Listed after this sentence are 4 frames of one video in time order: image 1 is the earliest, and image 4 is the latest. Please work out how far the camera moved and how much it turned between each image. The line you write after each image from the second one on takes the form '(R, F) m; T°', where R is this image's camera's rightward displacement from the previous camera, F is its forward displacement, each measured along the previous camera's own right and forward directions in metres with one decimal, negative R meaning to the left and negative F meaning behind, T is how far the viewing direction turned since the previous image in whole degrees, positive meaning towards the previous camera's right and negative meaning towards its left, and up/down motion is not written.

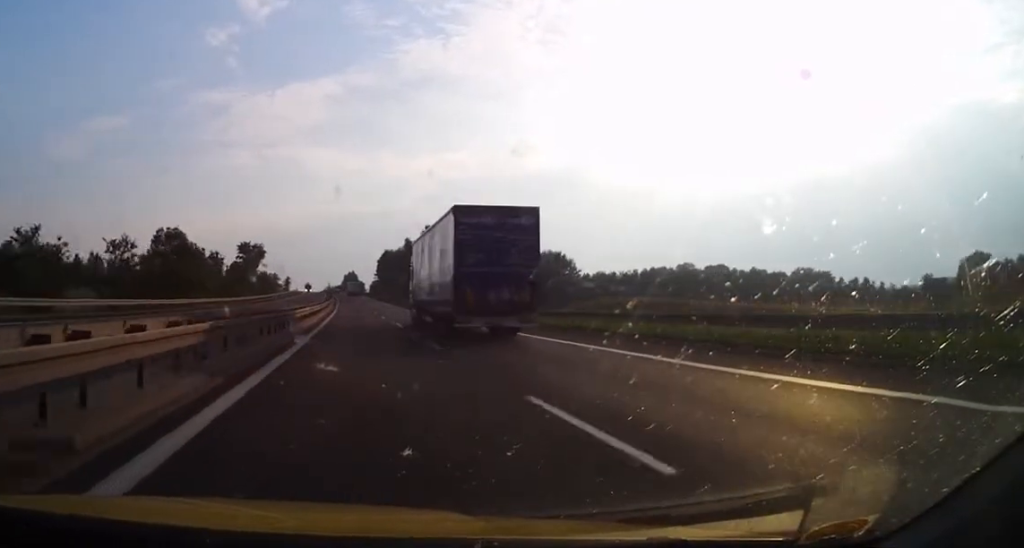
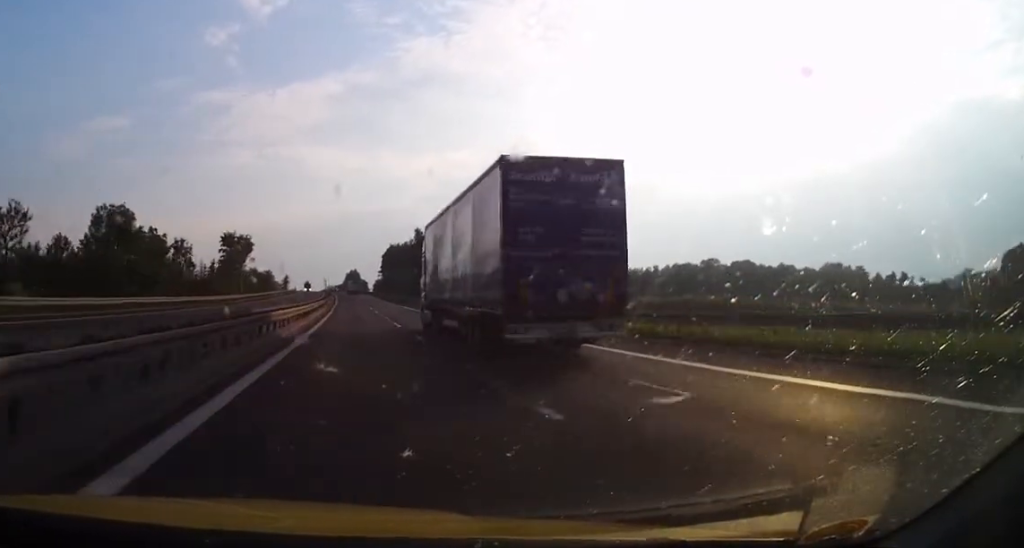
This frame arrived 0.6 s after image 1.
(0.0, +21.2) m; 0°
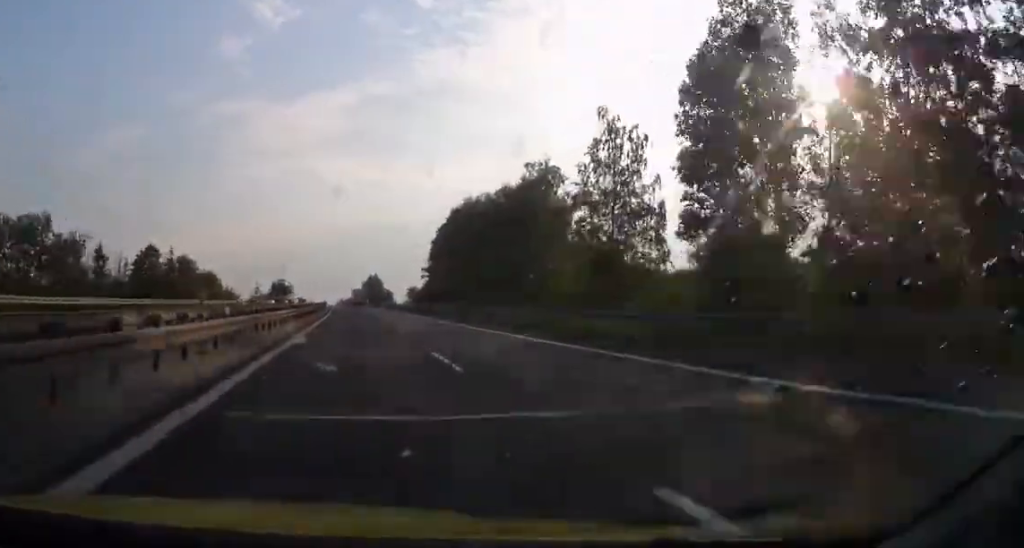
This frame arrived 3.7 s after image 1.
(-1.4, +112.3) m; -2°
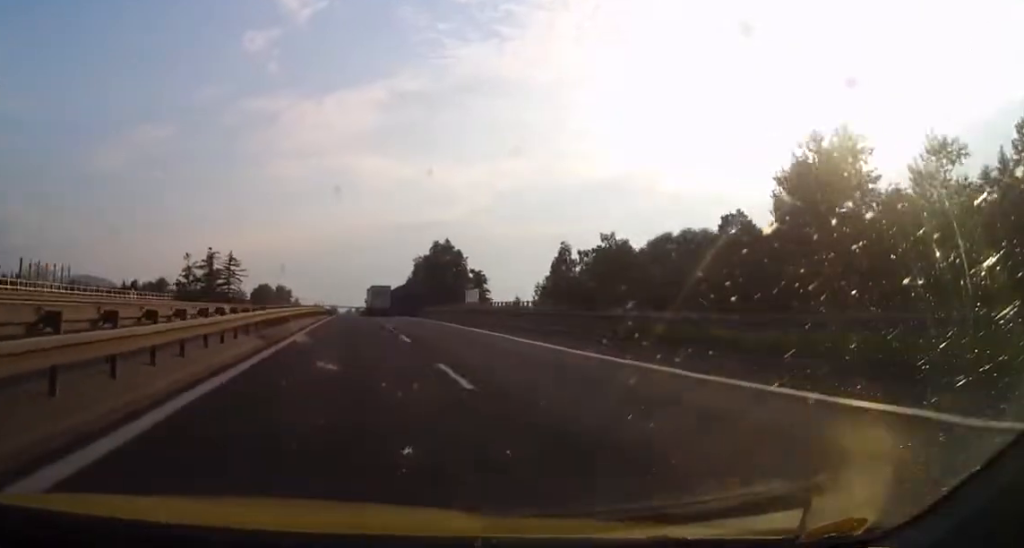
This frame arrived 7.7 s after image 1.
(-3.4, +144.5) m; -2°
